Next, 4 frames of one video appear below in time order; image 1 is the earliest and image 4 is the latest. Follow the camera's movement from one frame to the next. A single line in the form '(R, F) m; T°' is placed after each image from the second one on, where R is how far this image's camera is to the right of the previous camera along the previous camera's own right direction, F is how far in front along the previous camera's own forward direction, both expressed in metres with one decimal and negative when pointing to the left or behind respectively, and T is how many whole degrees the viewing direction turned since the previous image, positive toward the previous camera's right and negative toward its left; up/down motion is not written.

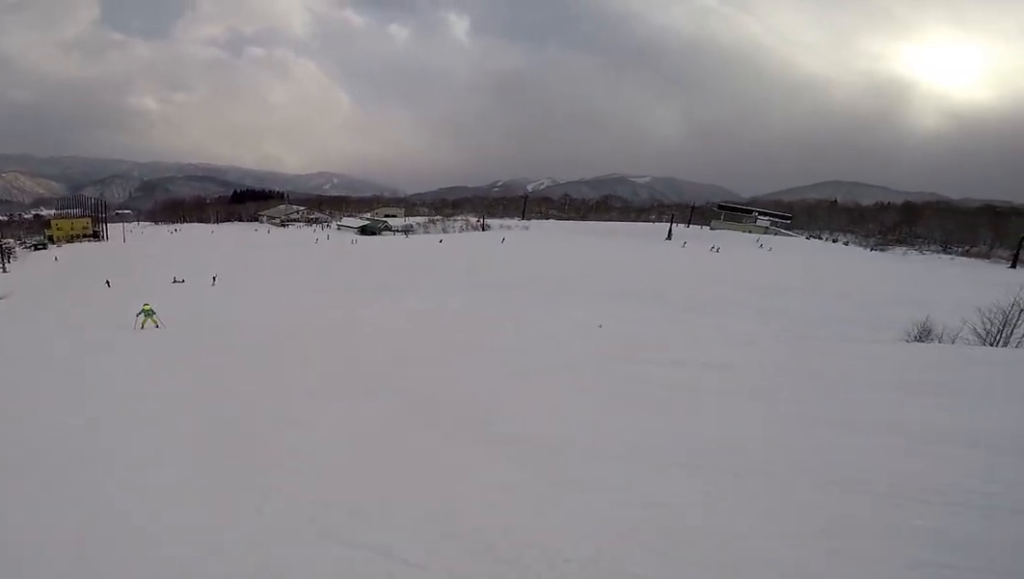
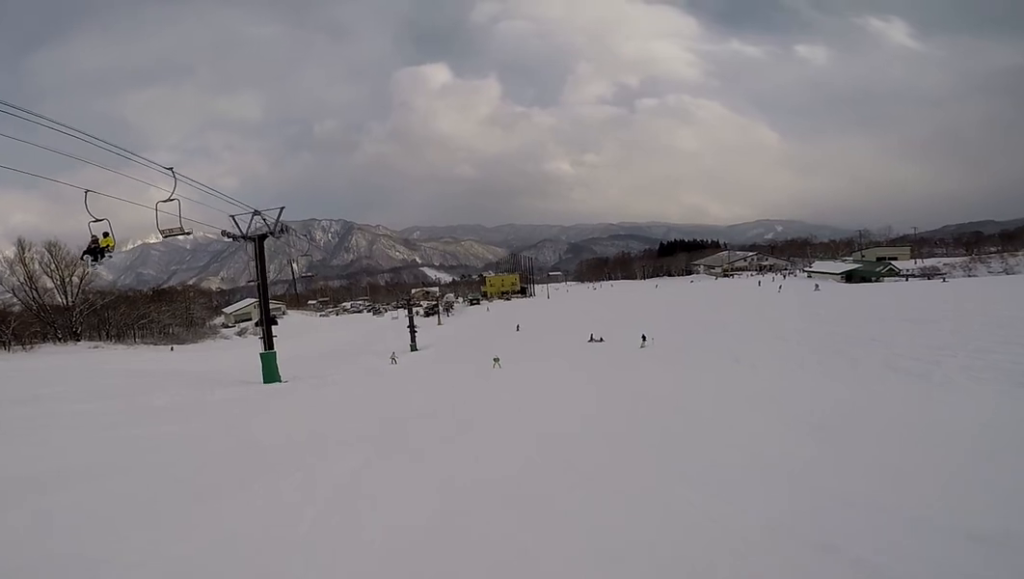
(-8.0, +20.9) m; -27°
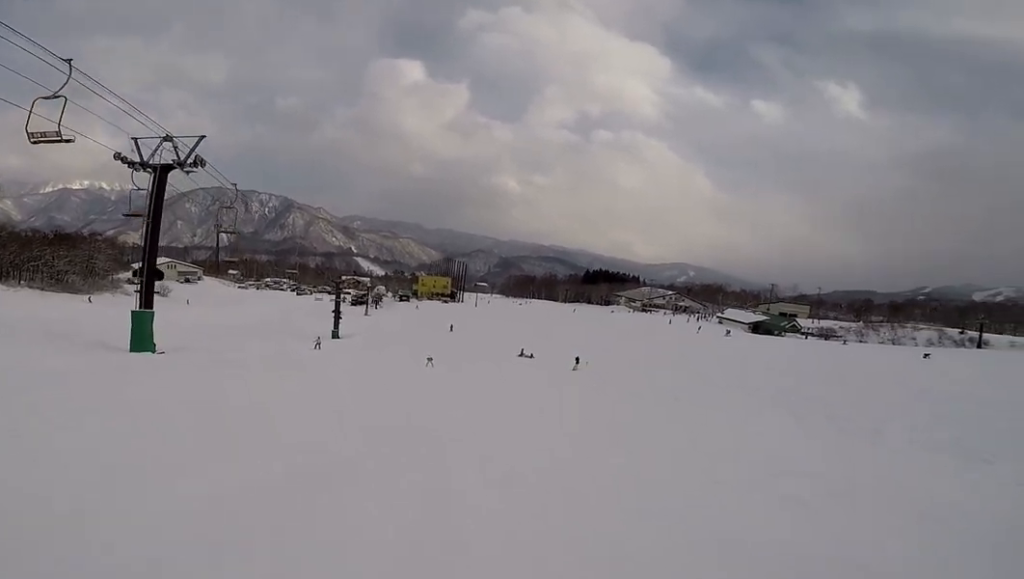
(+0.3, +5.7) m; +5°
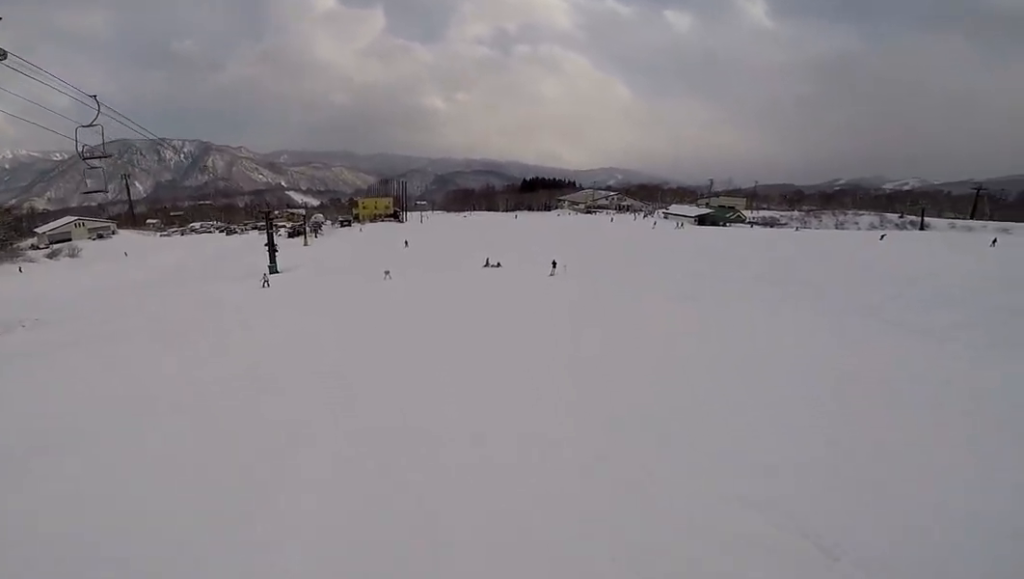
(0.0, +7.0) m; +3°
